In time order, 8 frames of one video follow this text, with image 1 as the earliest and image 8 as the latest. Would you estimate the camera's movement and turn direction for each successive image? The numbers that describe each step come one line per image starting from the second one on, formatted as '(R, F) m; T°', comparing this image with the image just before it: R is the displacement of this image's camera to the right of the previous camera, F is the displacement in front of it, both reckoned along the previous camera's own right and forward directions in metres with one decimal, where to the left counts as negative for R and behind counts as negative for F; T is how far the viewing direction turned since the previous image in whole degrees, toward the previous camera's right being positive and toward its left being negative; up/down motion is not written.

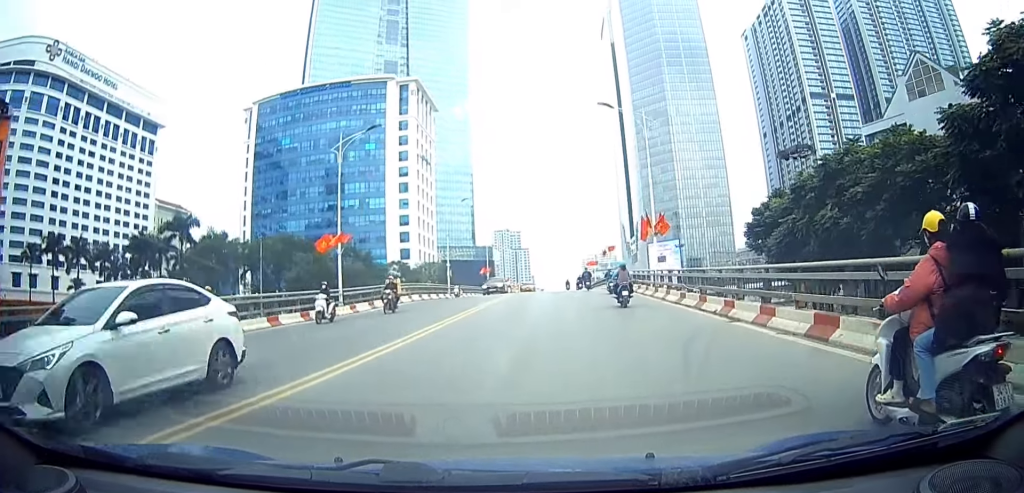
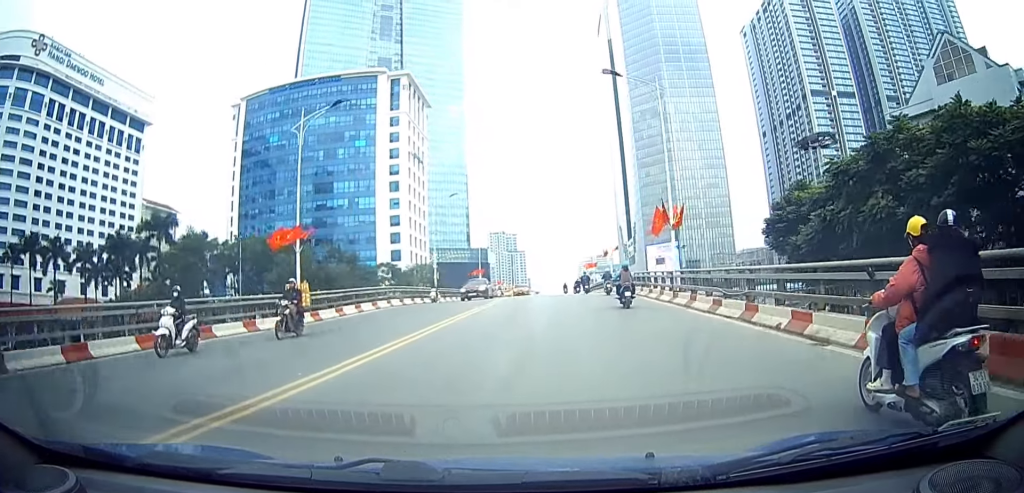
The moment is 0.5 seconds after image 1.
(+0.1, +5.1) m; +1°
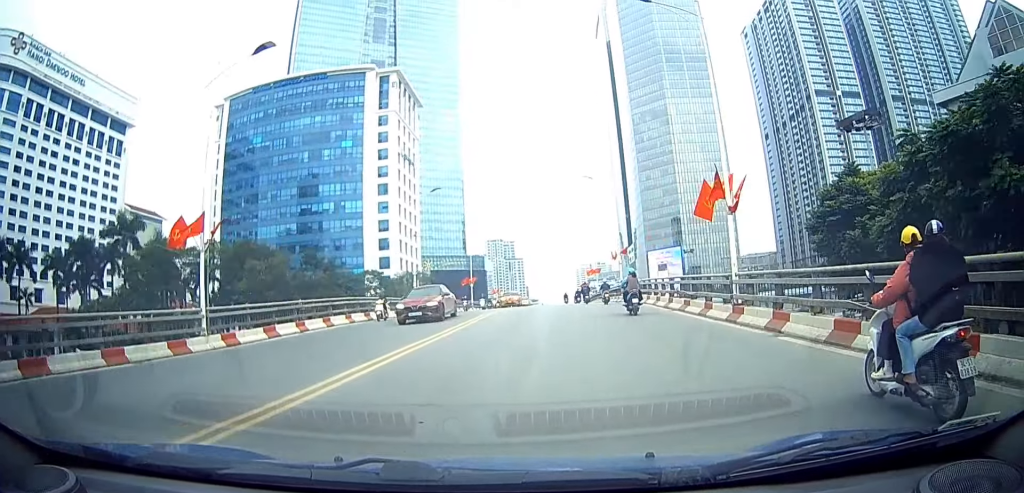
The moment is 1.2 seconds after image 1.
(+0.8, +7.7) m; +1°
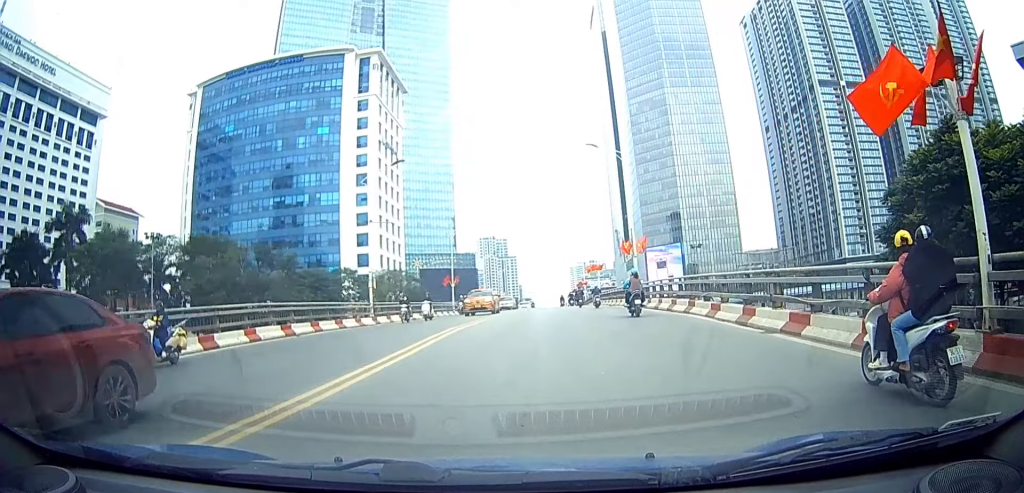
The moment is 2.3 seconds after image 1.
(-0.8, +10.4) m; 0°
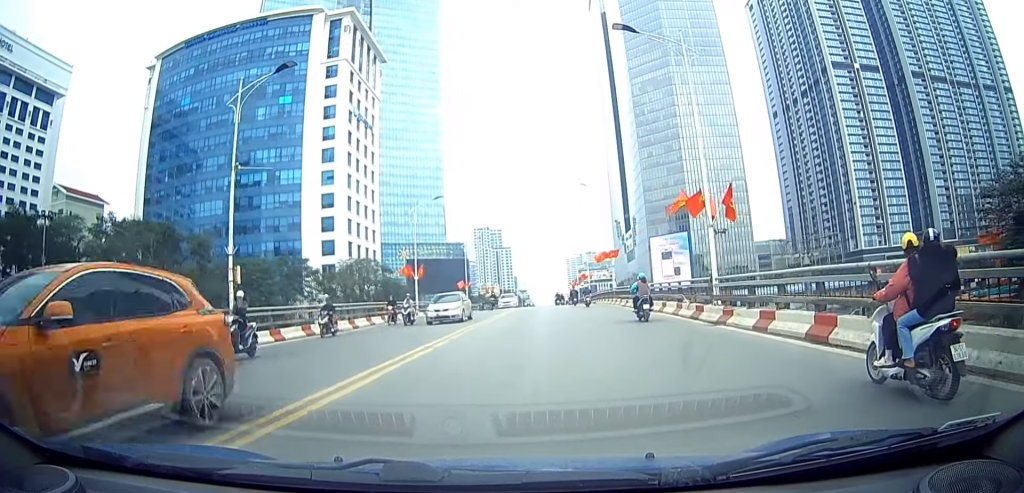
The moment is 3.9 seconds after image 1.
(+0.1, +16.2) m; +1°
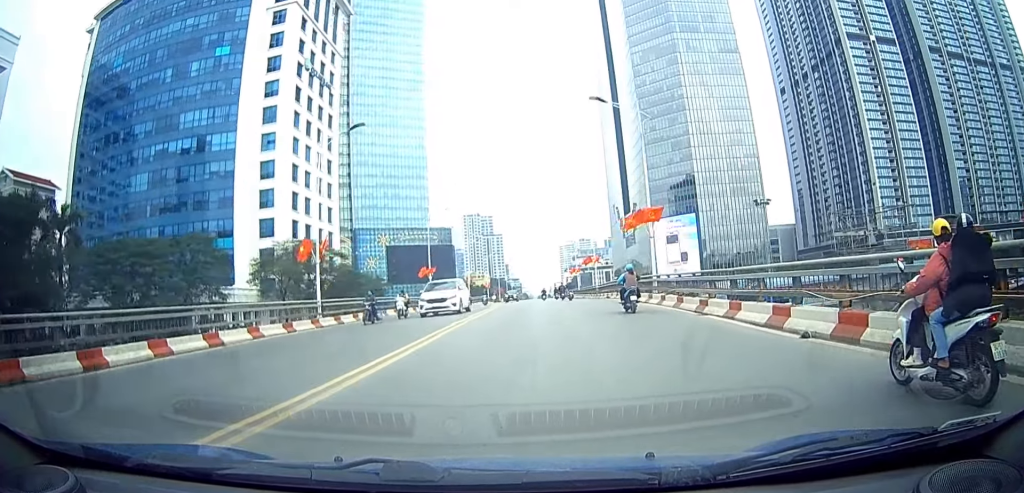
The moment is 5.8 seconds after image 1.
(+0.6, +19.1) m; 0°
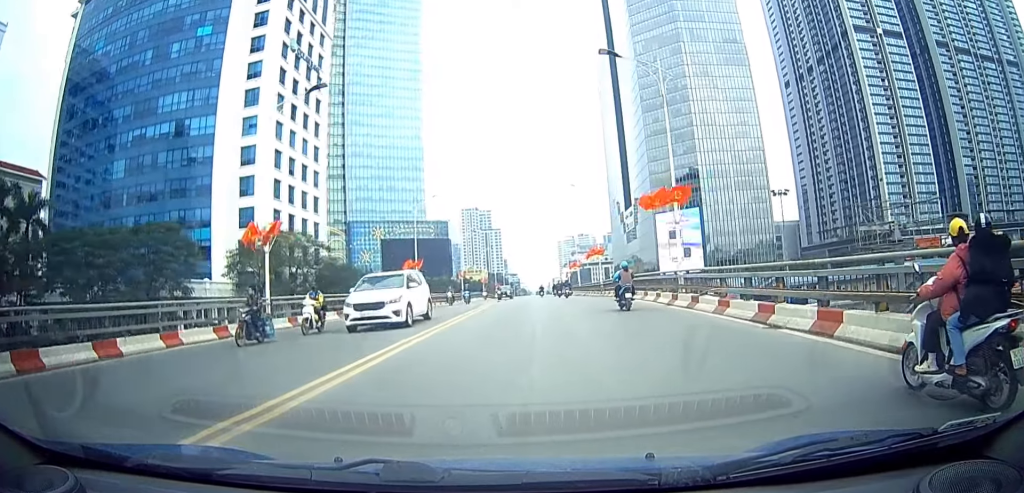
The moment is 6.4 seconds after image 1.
(-0.5, +5.8) m; -1°
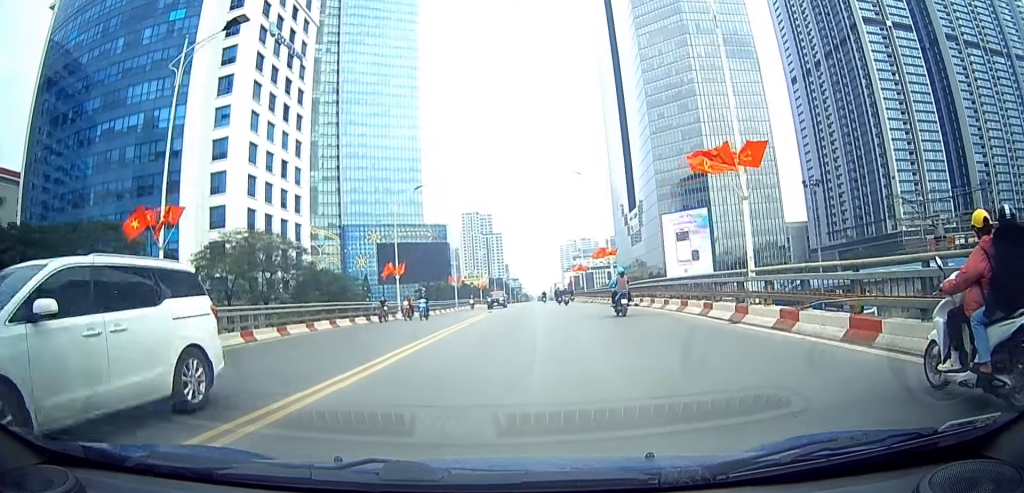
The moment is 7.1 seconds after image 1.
(+0.8, +7.6) m; +3°
